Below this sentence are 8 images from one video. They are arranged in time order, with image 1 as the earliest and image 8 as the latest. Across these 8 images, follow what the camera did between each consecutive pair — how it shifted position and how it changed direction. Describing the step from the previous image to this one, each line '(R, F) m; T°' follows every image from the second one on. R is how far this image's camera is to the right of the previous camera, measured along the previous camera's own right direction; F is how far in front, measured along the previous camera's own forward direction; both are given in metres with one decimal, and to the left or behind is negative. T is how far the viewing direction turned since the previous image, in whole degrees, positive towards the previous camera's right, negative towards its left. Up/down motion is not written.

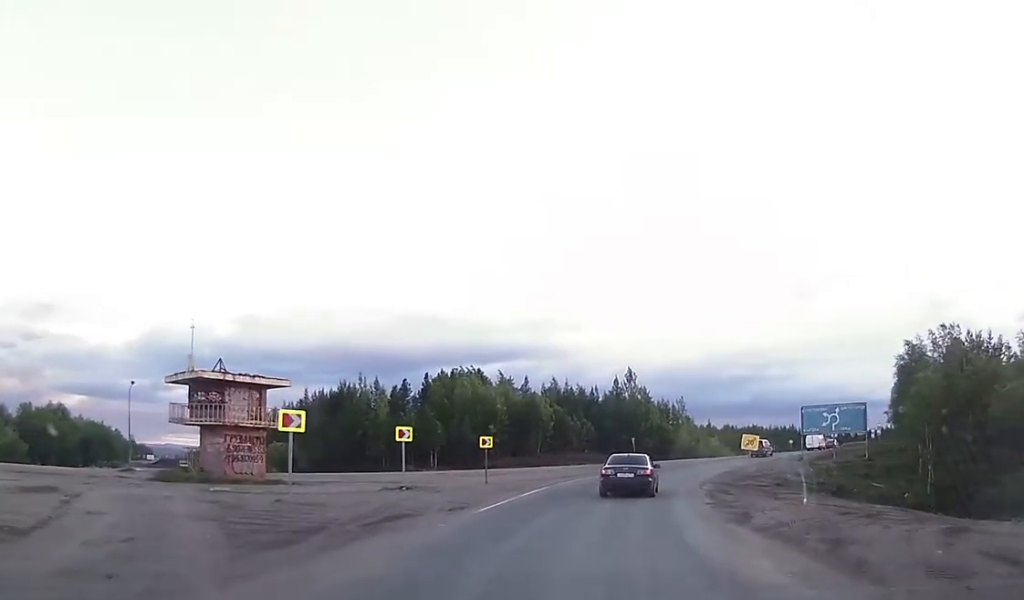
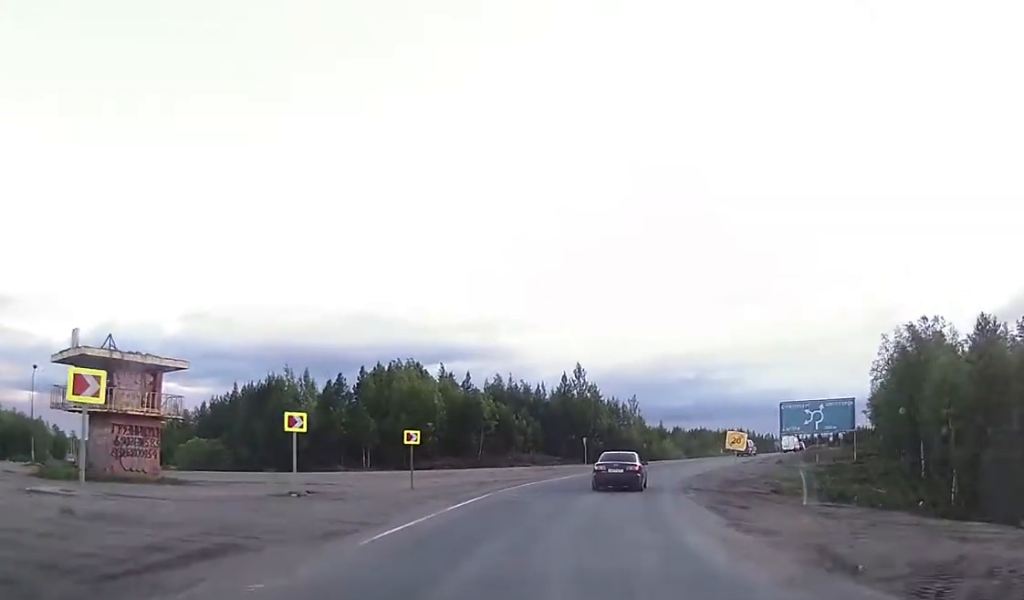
(0.0, +6.6) m; +3°
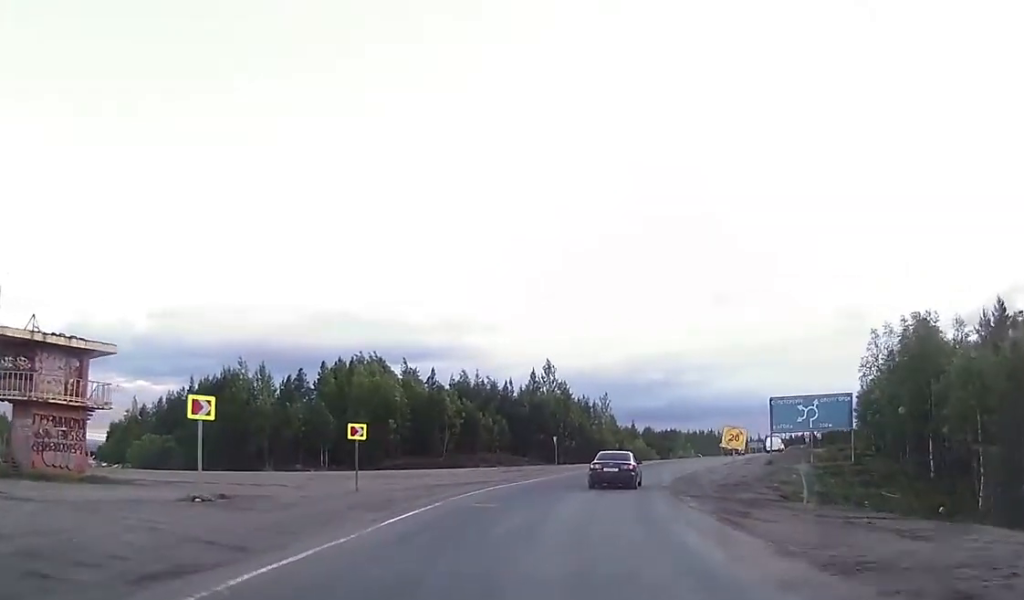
(+0.1, +4.0) m; +4°
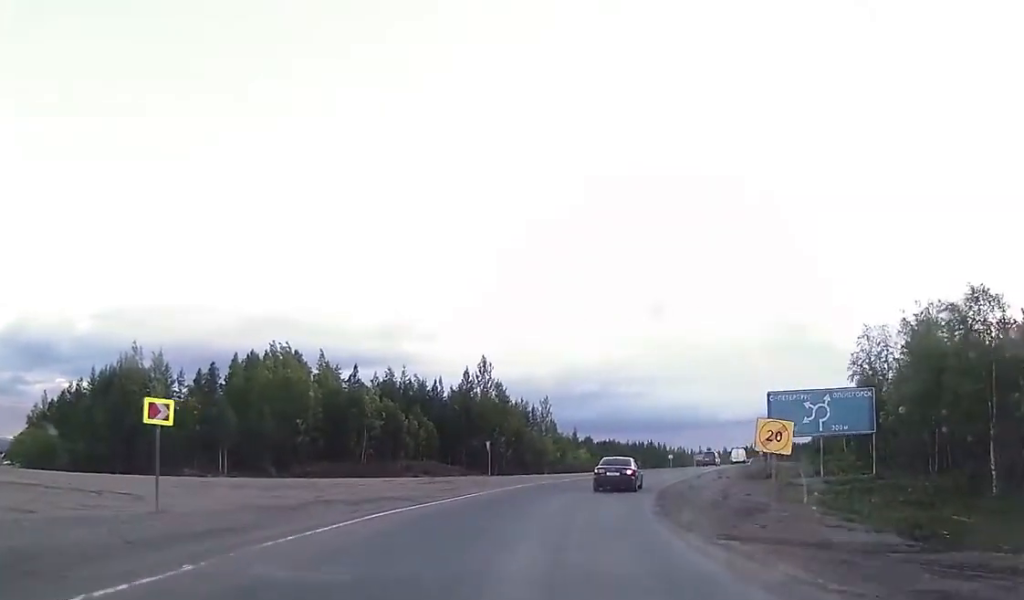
(+0.7, +10.1) m; +7°
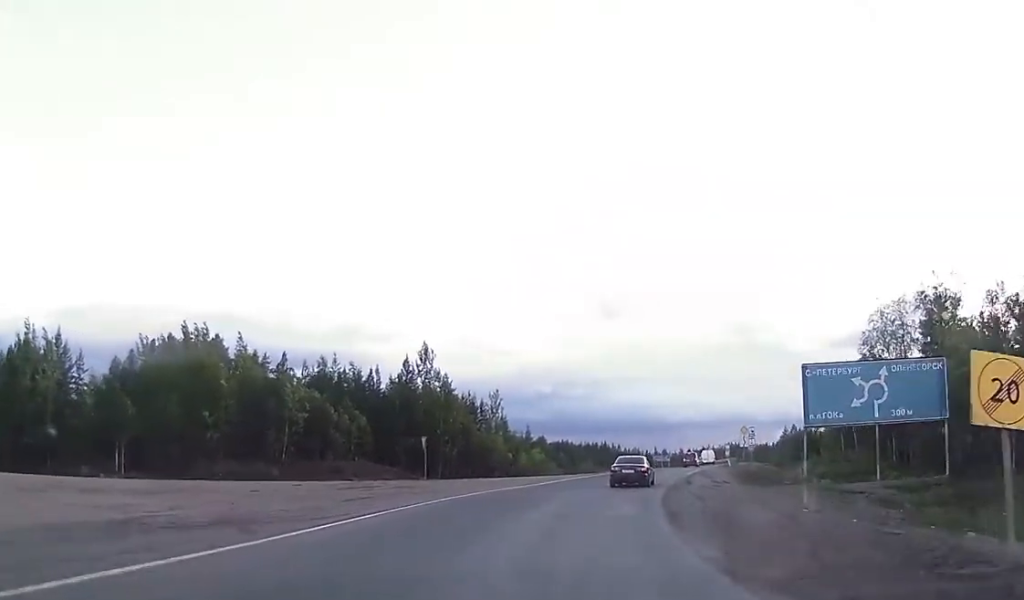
(+0.5, +10.1) m; +3°
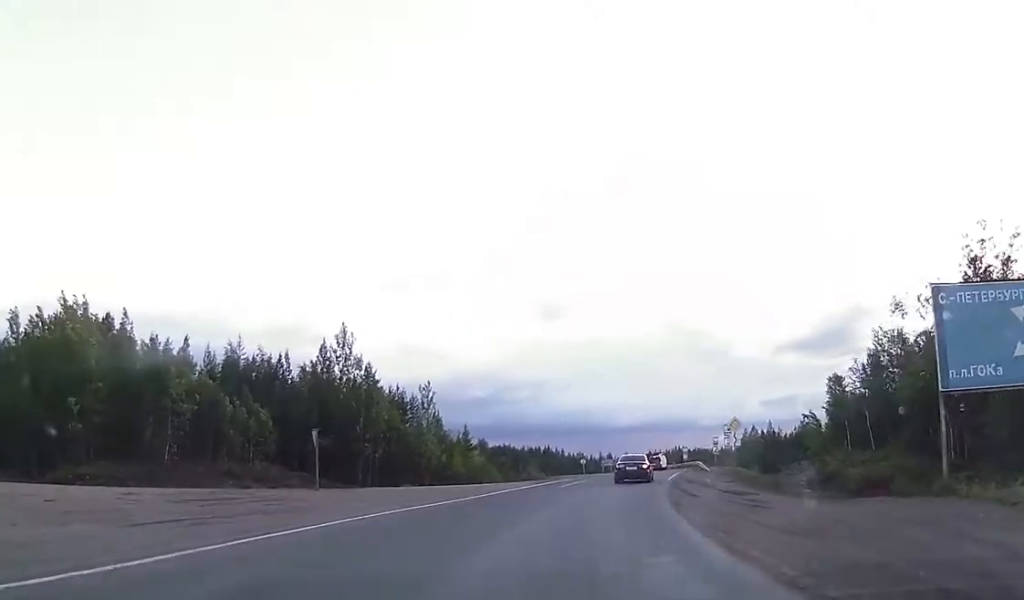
(+0.1, +11.8) m; +3°
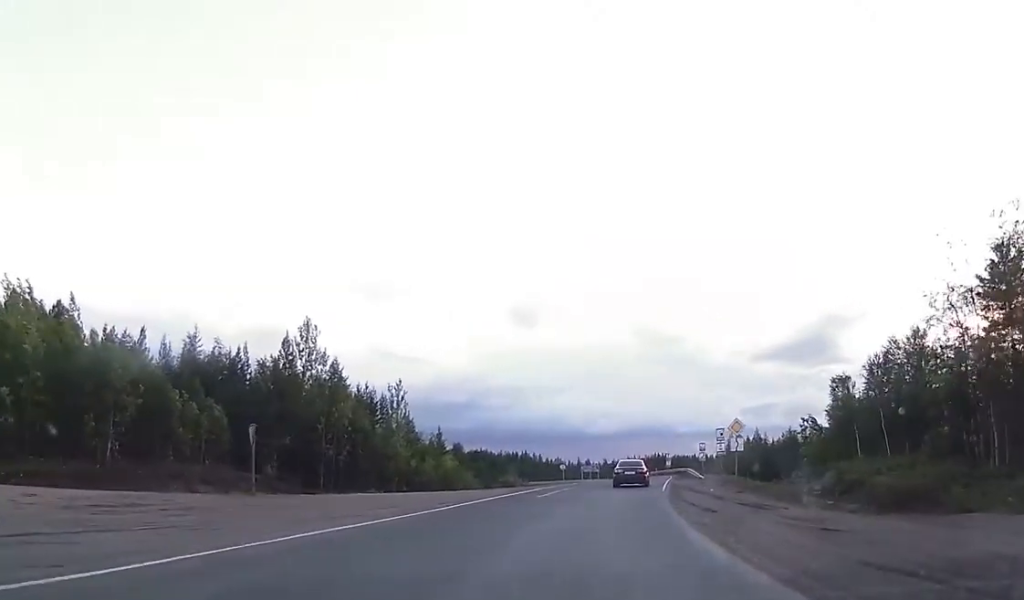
(+0.2, +5.0) m; +1°
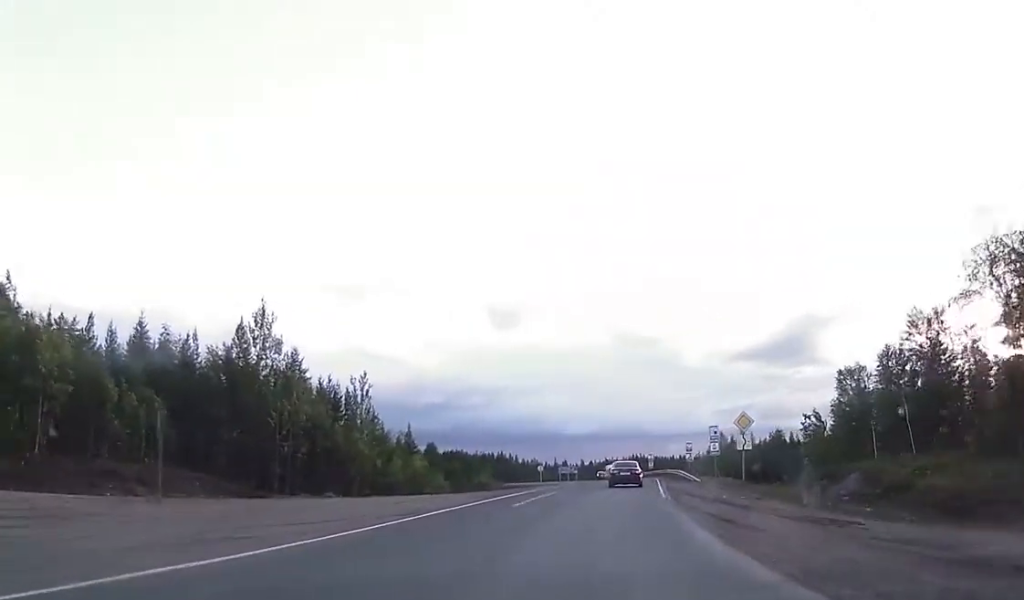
(+0.2, +5.4) m; +1°
